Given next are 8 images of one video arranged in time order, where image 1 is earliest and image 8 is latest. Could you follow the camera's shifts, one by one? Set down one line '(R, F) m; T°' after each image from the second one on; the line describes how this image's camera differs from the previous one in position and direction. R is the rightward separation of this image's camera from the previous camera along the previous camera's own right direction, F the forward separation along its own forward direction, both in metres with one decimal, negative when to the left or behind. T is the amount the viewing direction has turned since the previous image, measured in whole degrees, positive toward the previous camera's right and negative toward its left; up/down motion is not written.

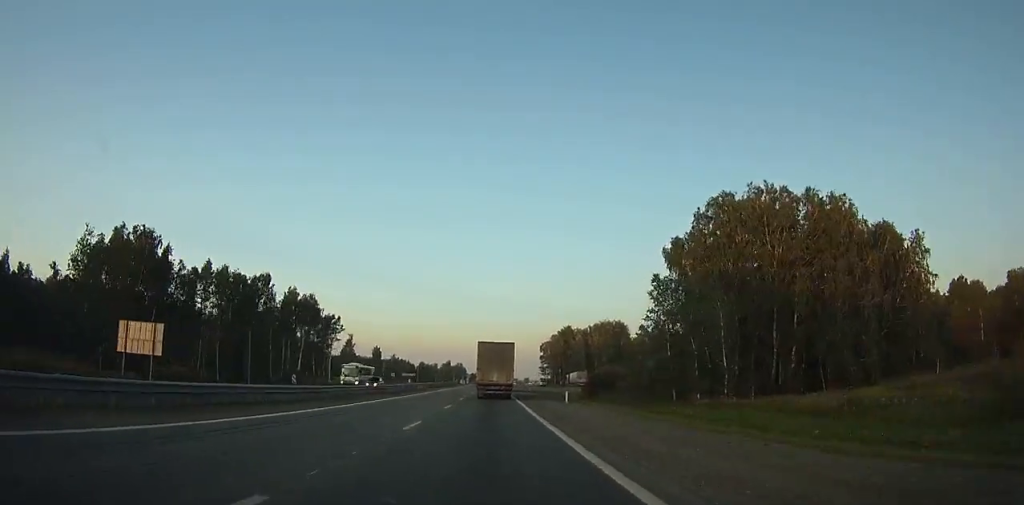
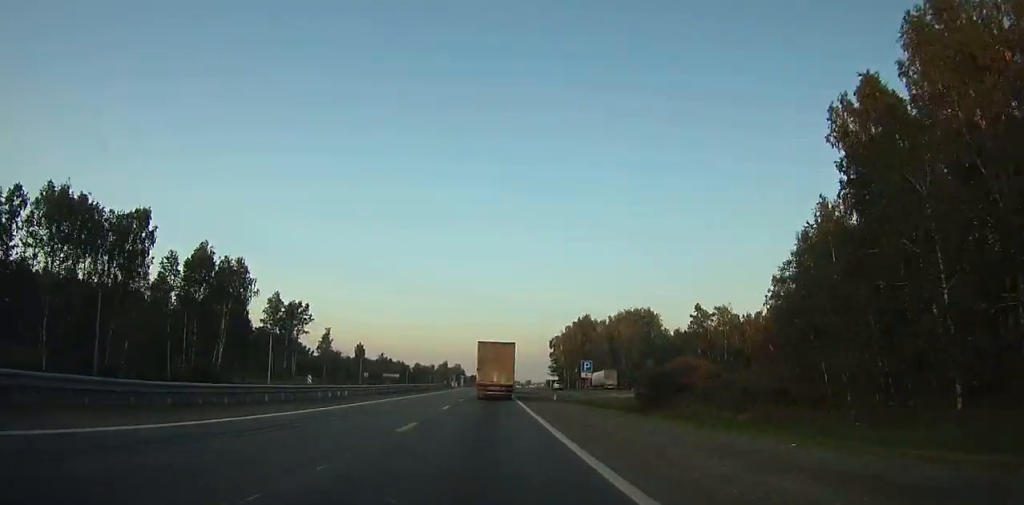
(-0.1, +36.5) m; 0°
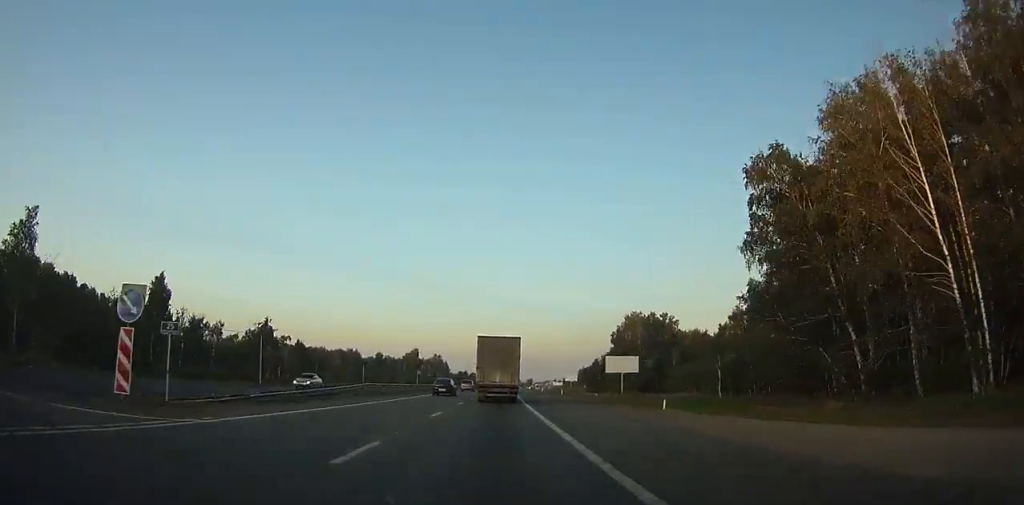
(+0.4, +151.9) m; +1°
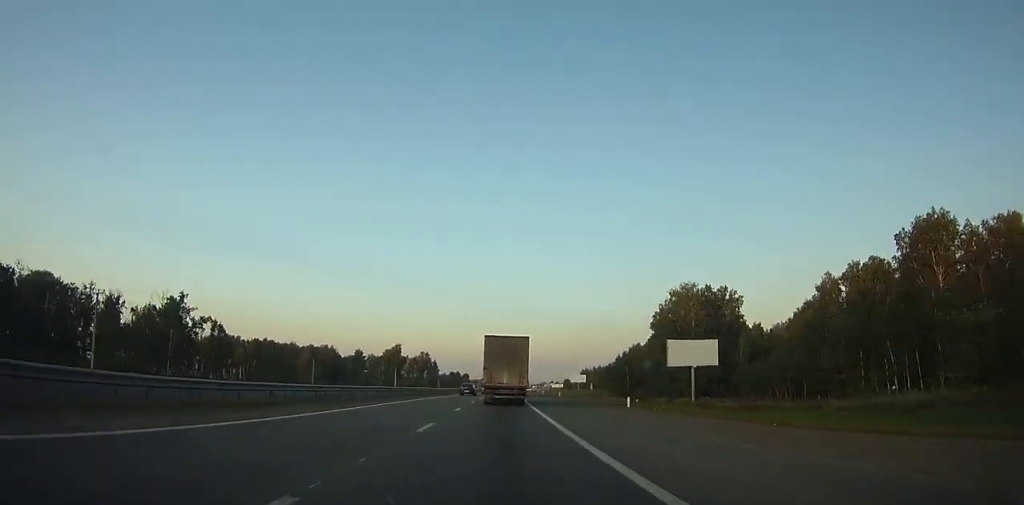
(+0.1, +40.7) m; +1°
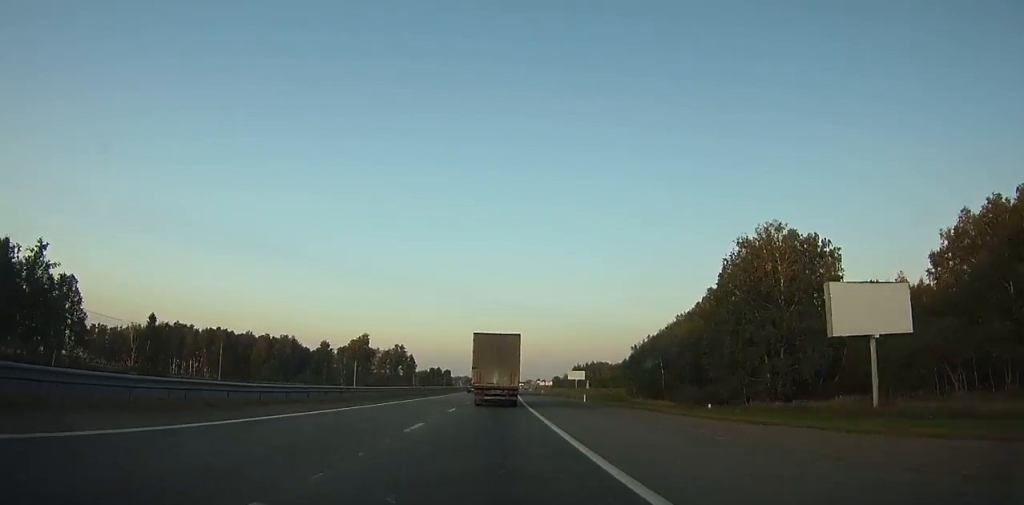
(-0.2, +36.7) m; +1°
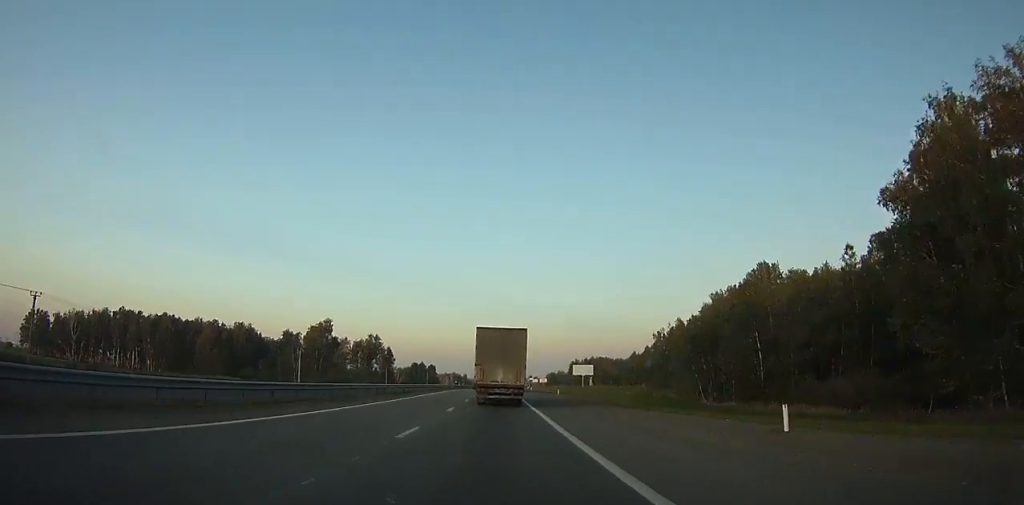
(+0.6, +37.1) m; +1°
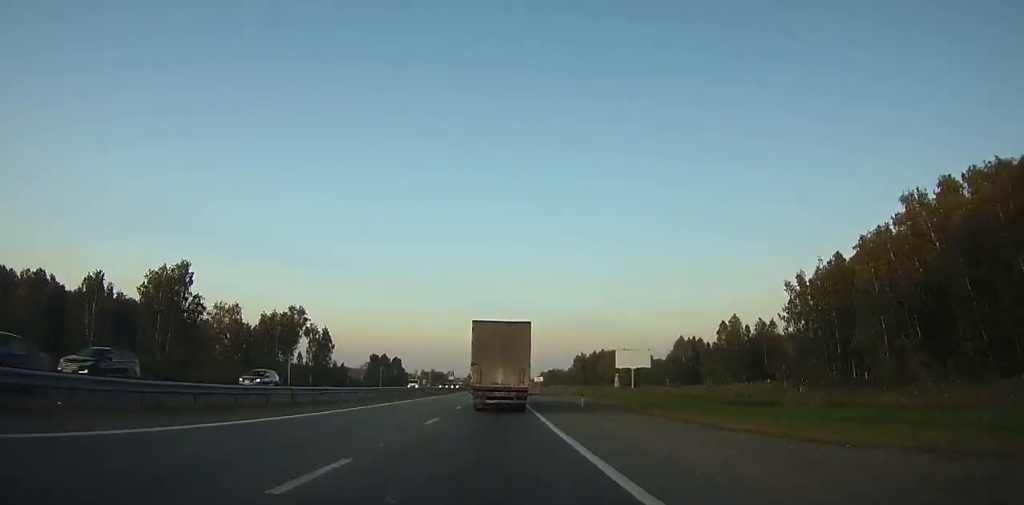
(+1.2, +76.5) m; +1°
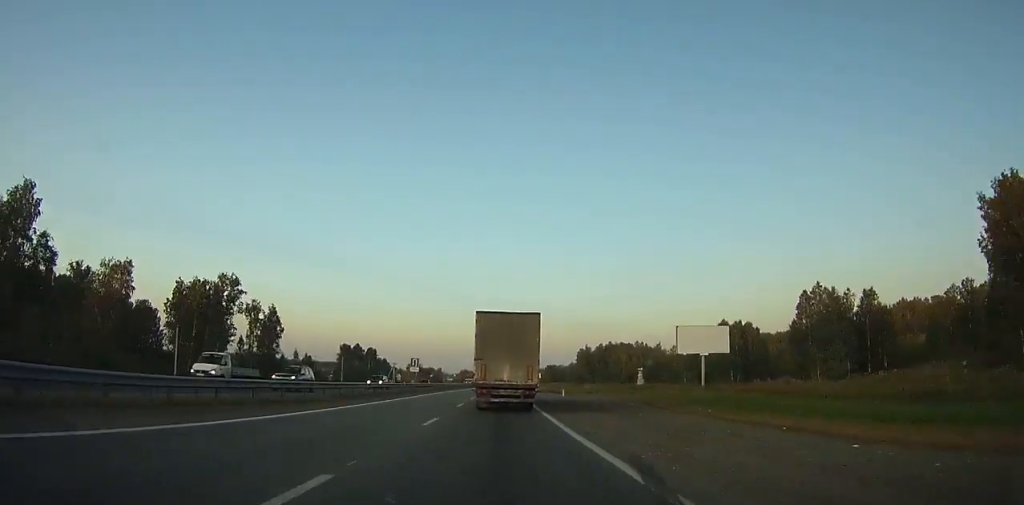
(+0.2, +37.0) m; 0°
